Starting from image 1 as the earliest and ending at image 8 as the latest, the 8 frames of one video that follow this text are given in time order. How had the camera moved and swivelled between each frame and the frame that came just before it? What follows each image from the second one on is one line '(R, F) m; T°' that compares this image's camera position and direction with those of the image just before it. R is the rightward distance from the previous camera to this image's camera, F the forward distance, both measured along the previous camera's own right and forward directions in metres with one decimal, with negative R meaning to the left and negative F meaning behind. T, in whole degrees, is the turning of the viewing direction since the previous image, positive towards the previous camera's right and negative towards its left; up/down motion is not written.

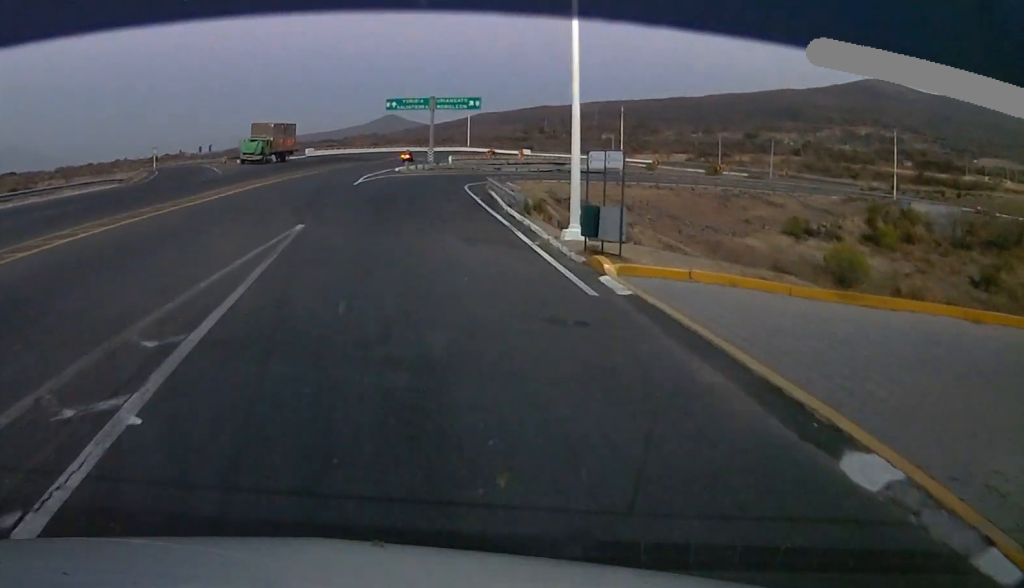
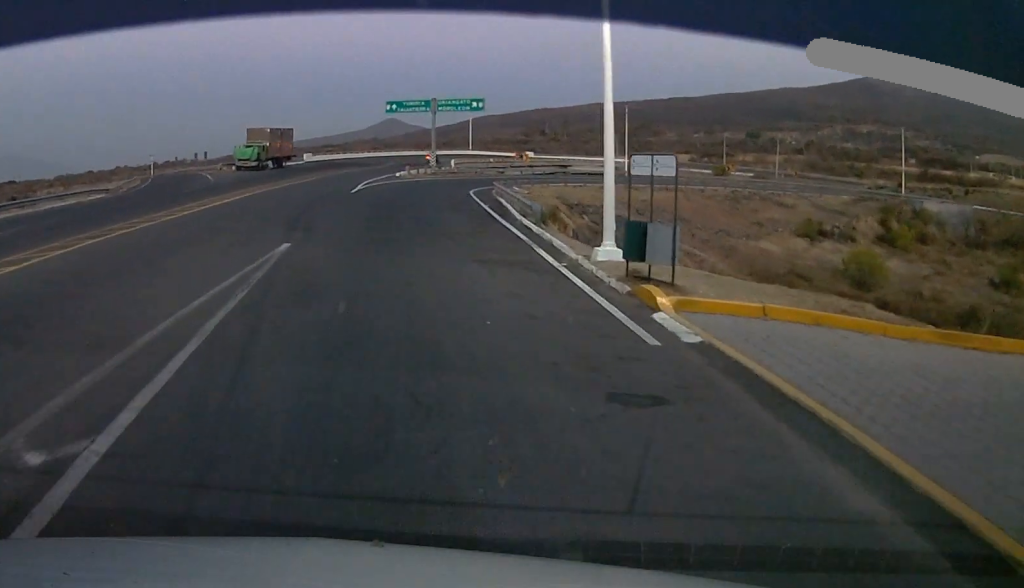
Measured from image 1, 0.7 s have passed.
(-0.3, +3.4) m; -2°
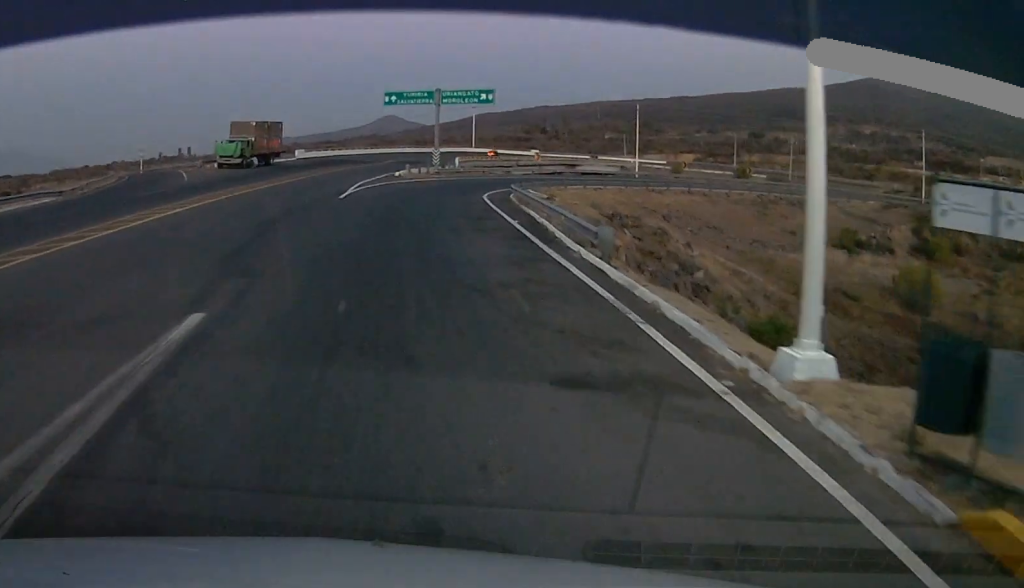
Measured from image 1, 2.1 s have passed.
(+0.1, +7.7) m; +6°
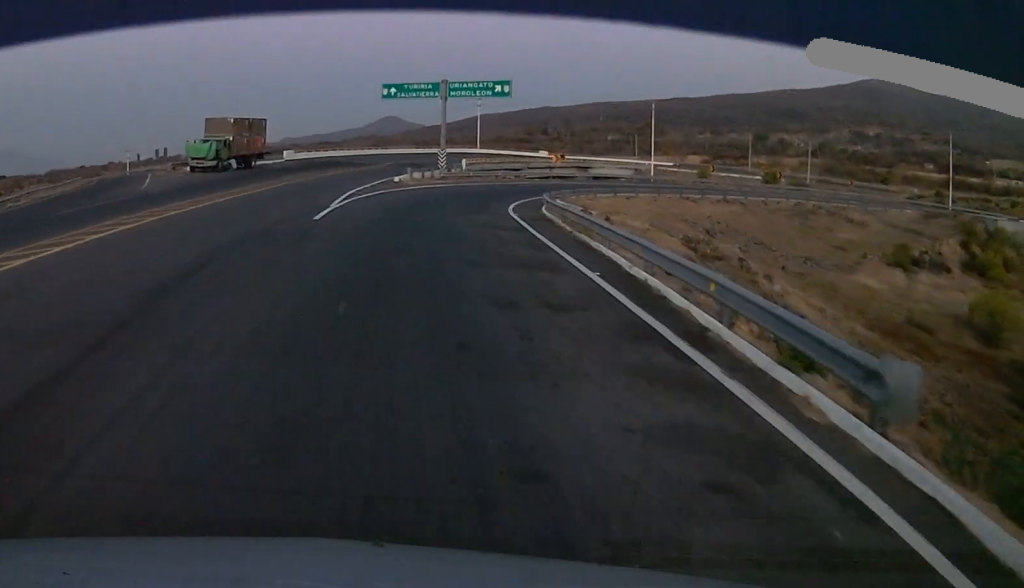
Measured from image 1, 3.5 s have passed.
(-0.1, +8.4) m; -4°
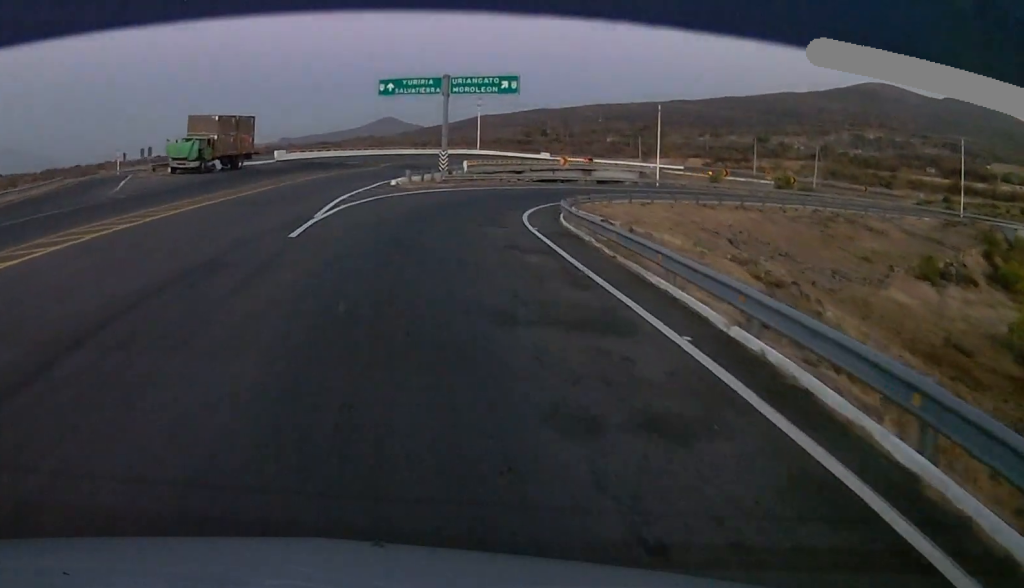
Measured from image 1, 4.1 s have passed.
(-0.2, +4.1) m; -2°
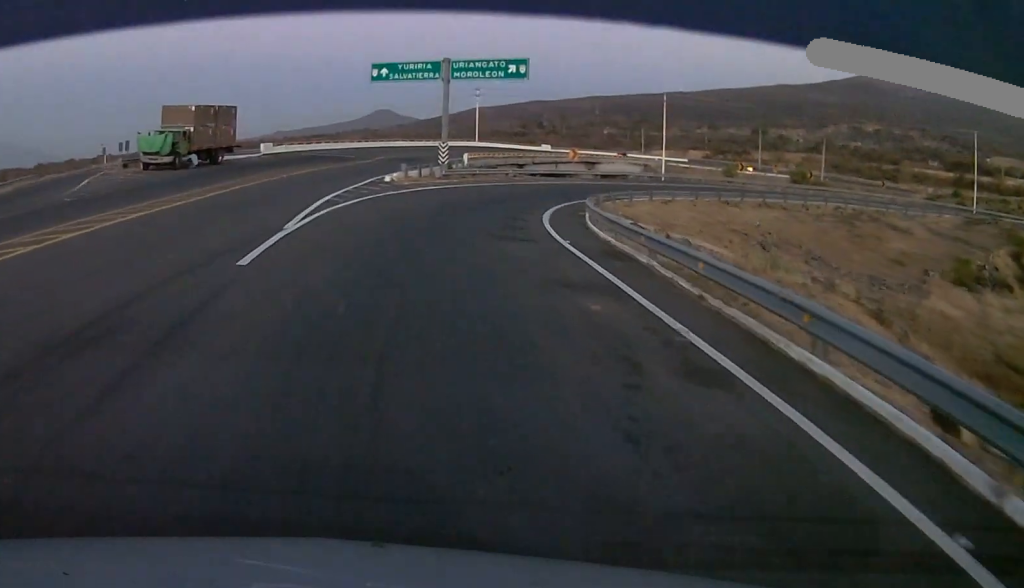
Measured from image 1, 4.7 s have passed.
(0.0, +5.0) m; 0°
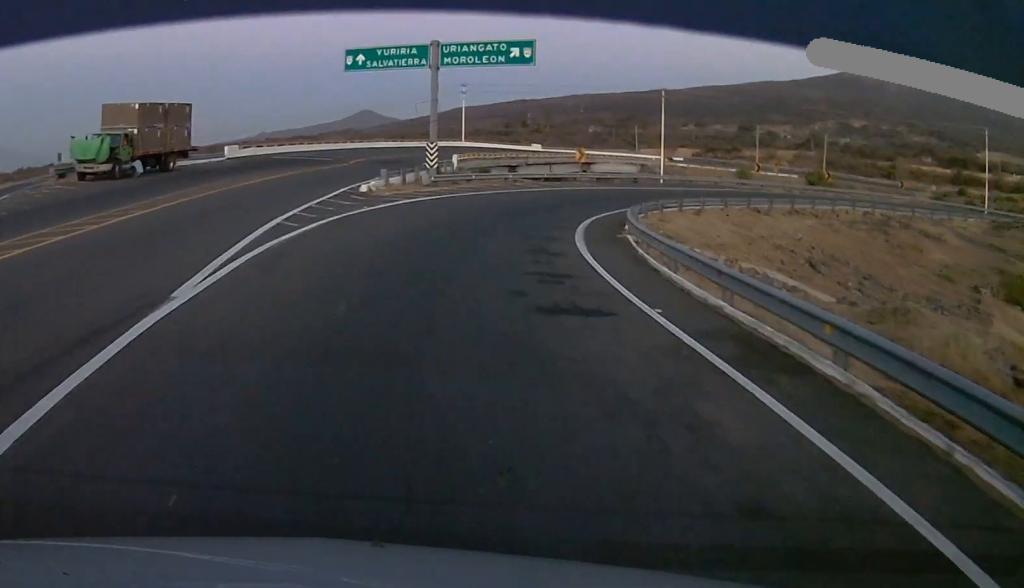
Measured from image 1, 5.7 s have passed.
(+0.1, +8.1) m; +2°
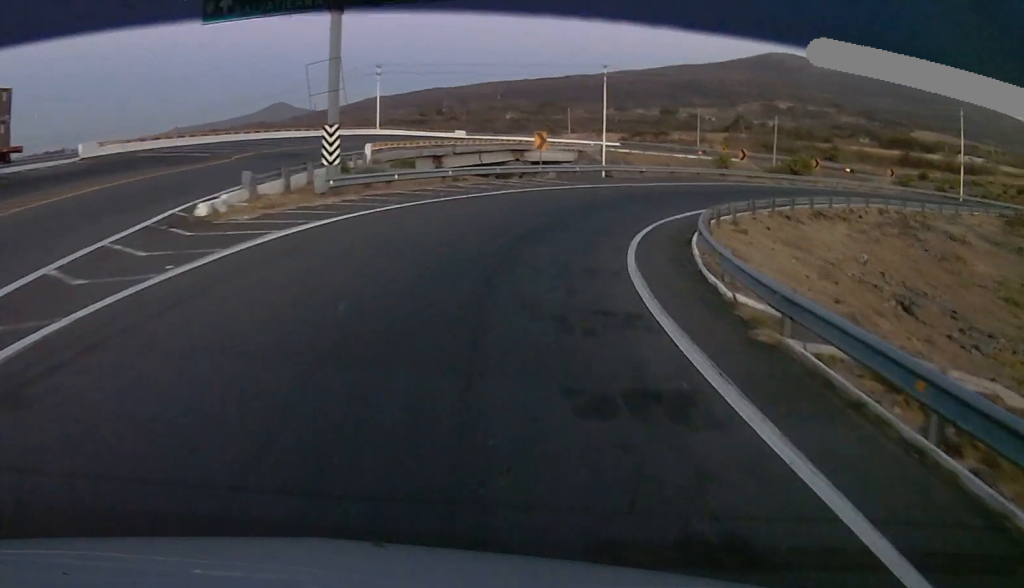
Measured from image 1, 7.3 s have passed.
(+0.6, +15.7) m; +7°
